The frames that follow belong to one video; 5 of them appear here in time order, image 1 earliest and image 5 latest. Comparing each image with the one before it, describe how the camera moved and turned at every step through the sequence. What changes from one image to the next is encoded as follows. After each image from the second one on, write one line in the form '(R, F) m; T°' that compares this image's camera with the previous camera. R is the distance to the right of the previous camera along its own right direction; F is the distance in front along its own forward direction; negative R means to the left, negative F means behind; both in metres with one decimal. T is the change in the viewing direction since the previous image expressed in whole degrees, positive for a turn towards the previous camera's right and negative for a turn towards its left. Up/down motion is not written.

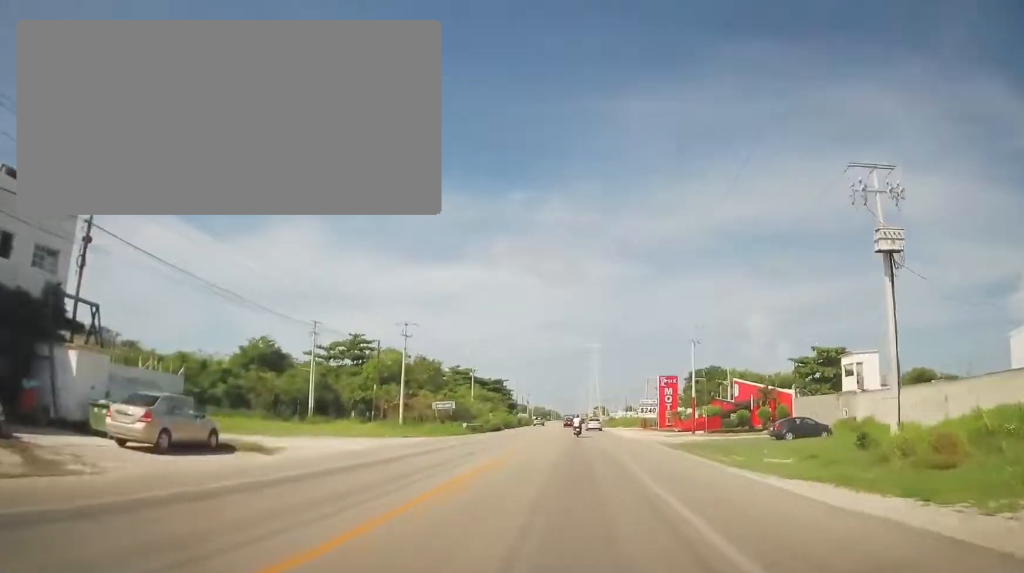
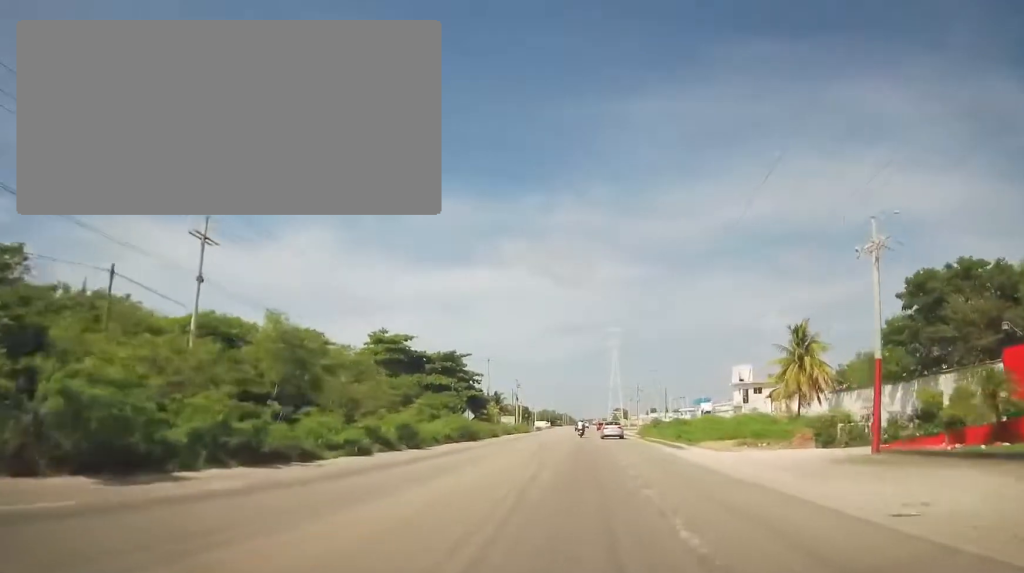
(-4.4, +66.7) m; -3°
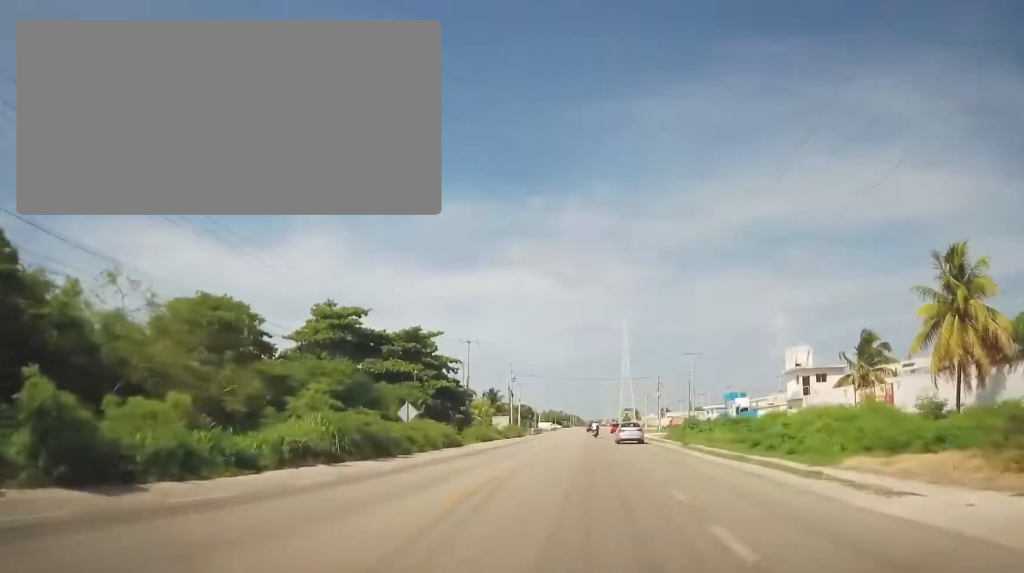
(+0.3, +21.0) m; +1°
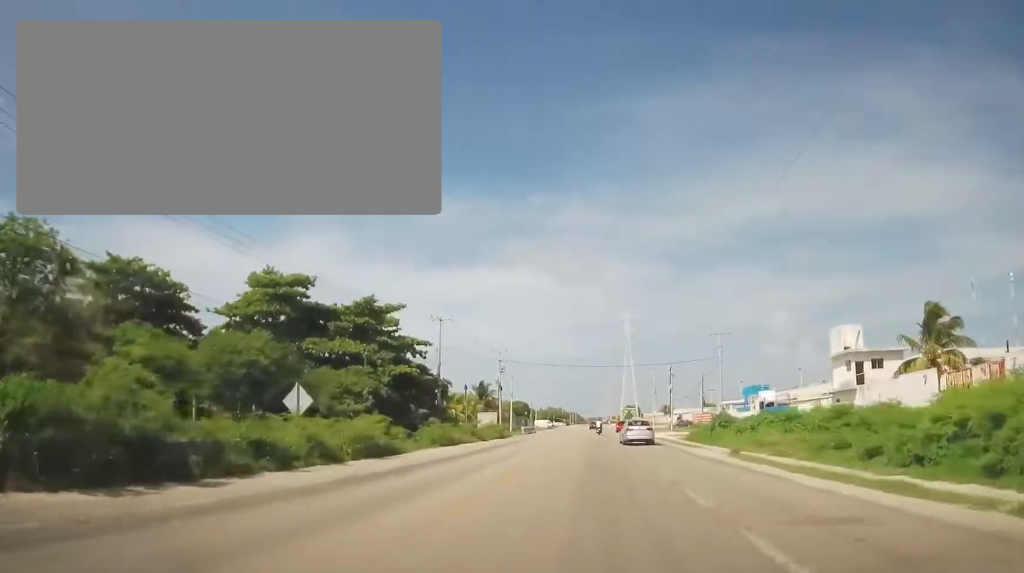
(0.0, +13.5) m; -1°
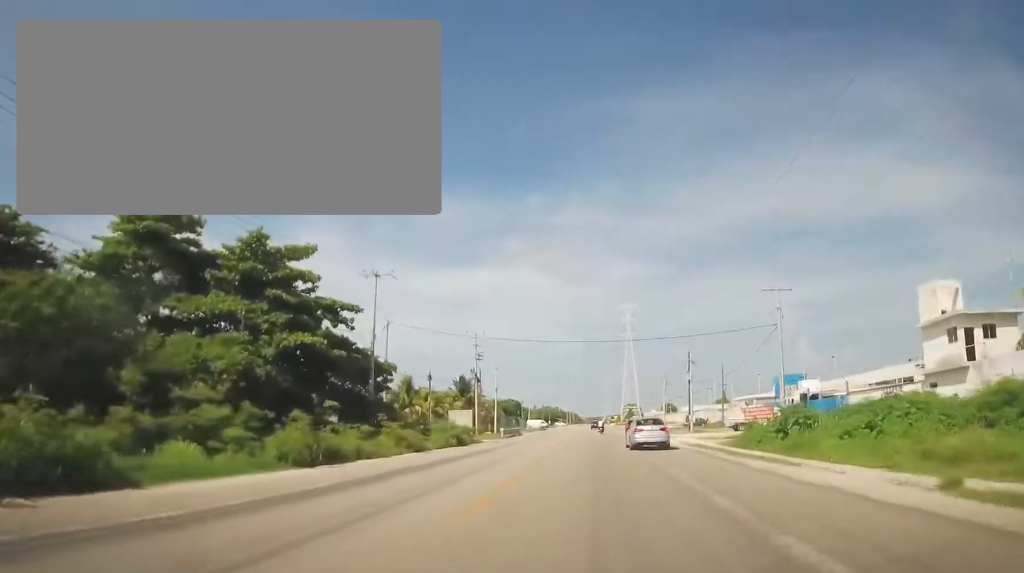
(-0.2, +17.1) m; -2°
